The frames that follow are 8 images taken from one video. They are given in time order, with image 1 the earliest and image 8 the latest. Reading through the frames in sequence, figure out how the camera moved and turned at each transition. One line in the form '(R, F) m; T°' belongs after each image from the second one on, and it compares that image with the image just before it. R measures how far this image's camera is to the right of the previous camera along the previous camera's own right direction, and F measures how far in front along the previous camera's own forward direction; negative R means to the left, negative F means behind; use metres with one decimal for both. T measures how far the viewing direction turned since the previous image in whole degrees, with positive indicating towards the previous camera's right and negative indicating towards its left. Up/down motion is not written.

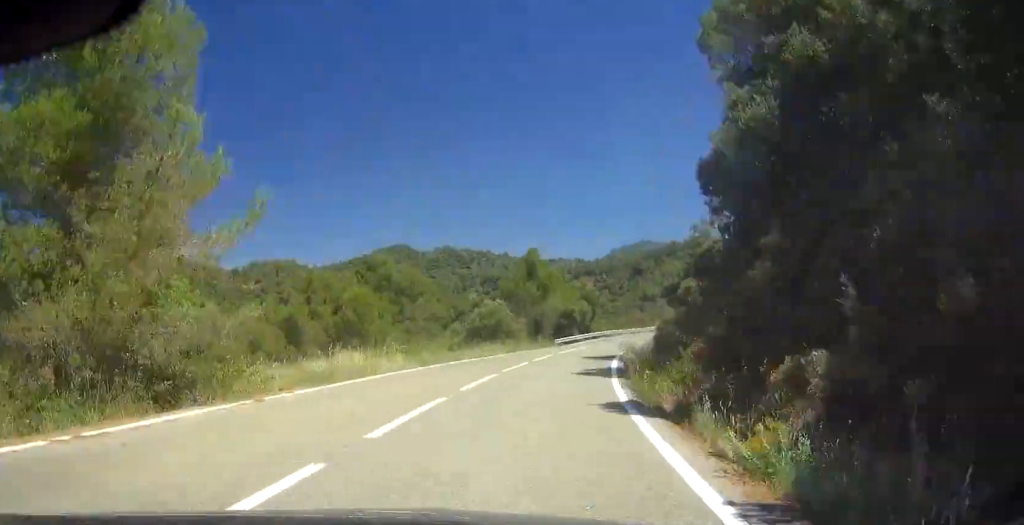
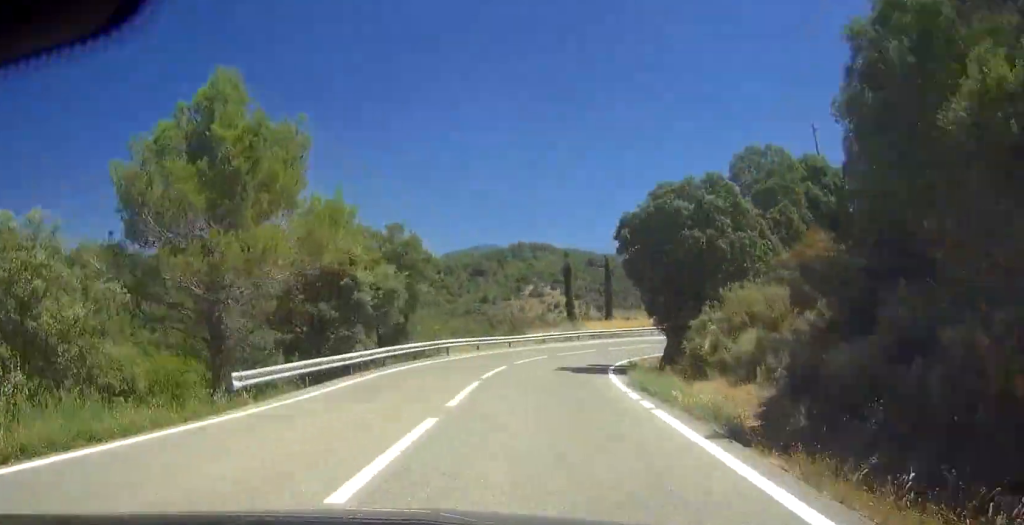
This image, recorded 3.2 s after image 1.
(-1.9, +39.0) m; +14°
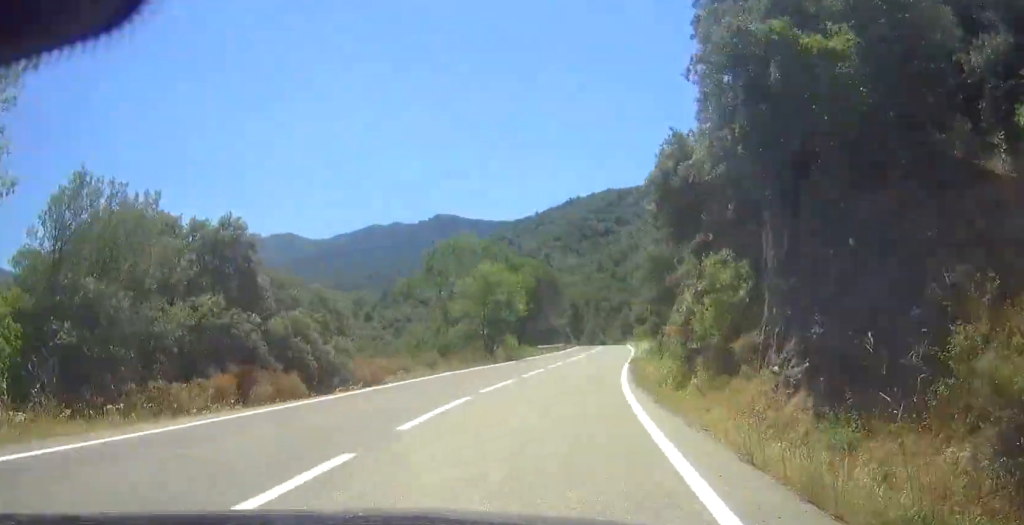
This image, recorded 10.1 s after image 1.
(+45.6, +47.4) m; +80°
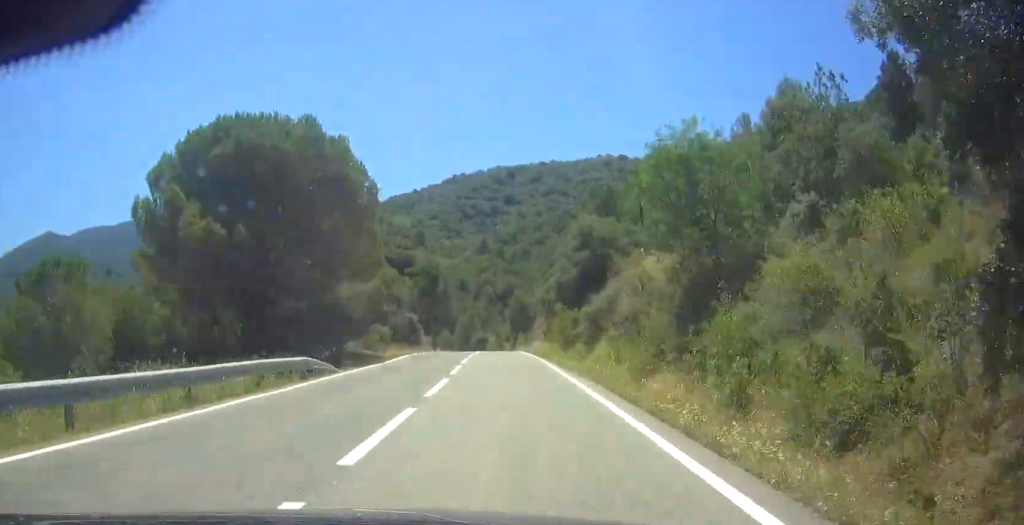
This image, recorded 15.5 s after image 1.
(+20.1, +66.3) m; +20°
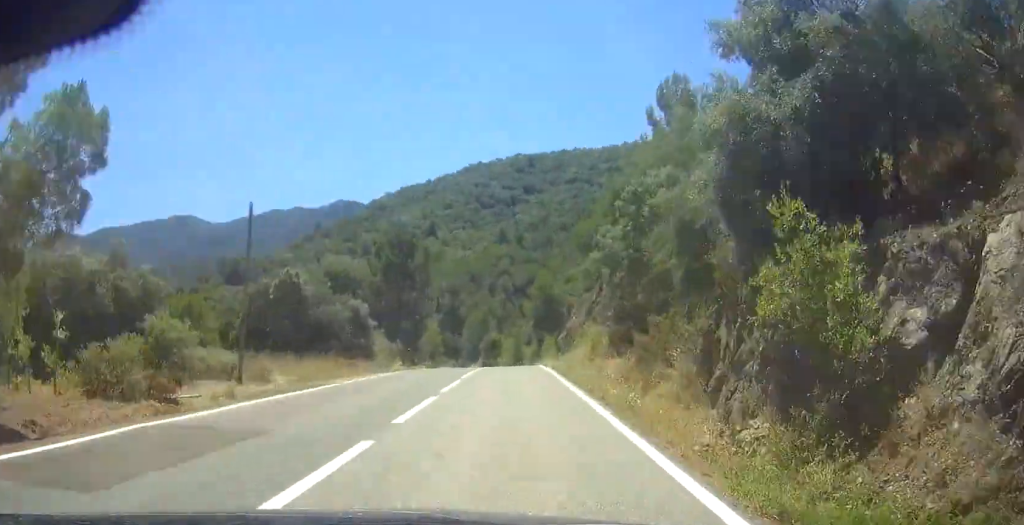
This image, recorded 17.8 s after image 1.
(0.0, +31.5) m; 0°
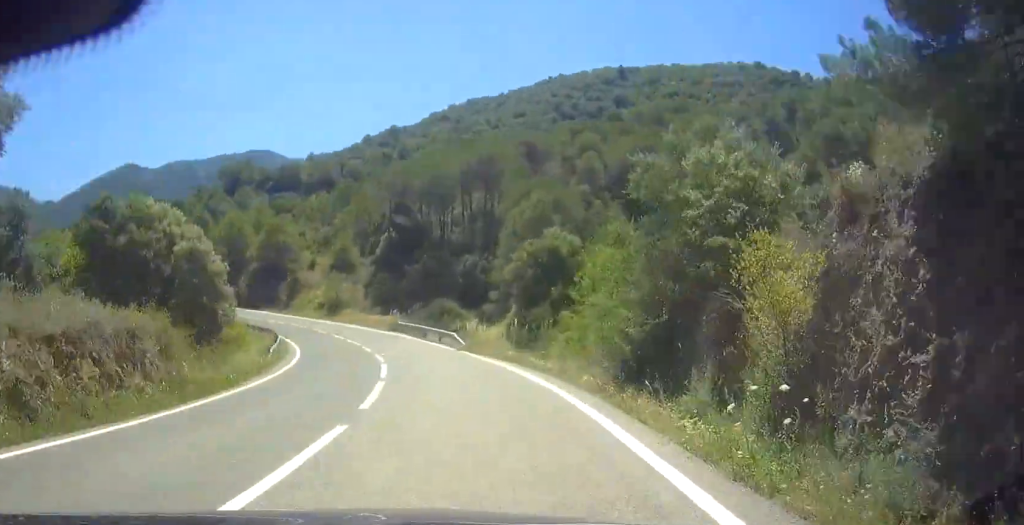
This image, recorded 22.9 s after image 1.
(-0.4, +73.5) m; -12°
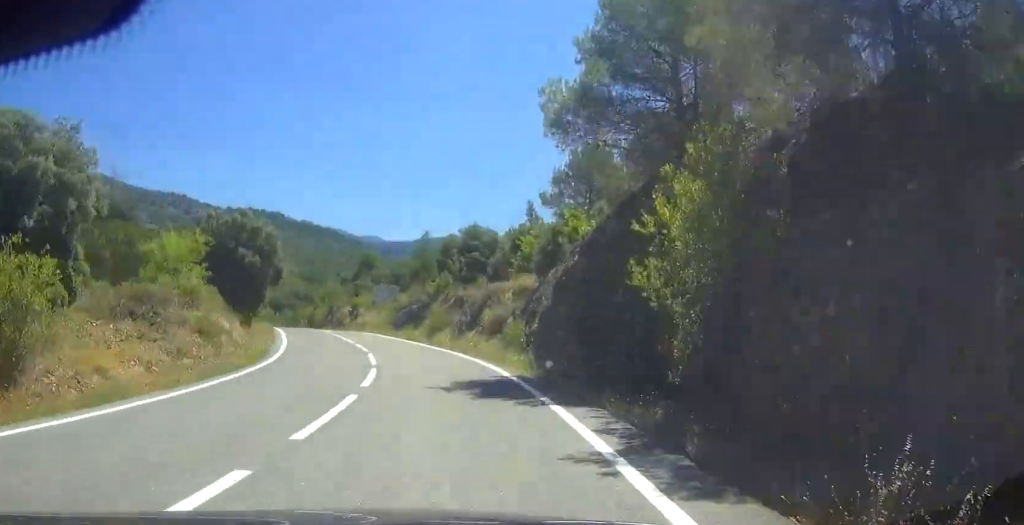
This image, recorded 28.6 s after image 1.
(-25.6, +75.7) m; -36°
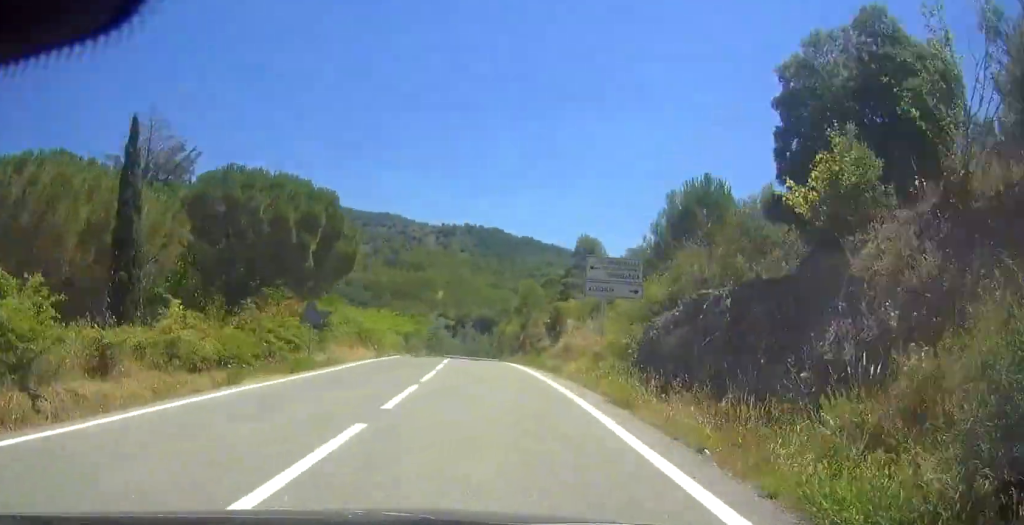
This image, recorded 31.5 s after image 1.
(-7.2, +39.3) m; -14°
